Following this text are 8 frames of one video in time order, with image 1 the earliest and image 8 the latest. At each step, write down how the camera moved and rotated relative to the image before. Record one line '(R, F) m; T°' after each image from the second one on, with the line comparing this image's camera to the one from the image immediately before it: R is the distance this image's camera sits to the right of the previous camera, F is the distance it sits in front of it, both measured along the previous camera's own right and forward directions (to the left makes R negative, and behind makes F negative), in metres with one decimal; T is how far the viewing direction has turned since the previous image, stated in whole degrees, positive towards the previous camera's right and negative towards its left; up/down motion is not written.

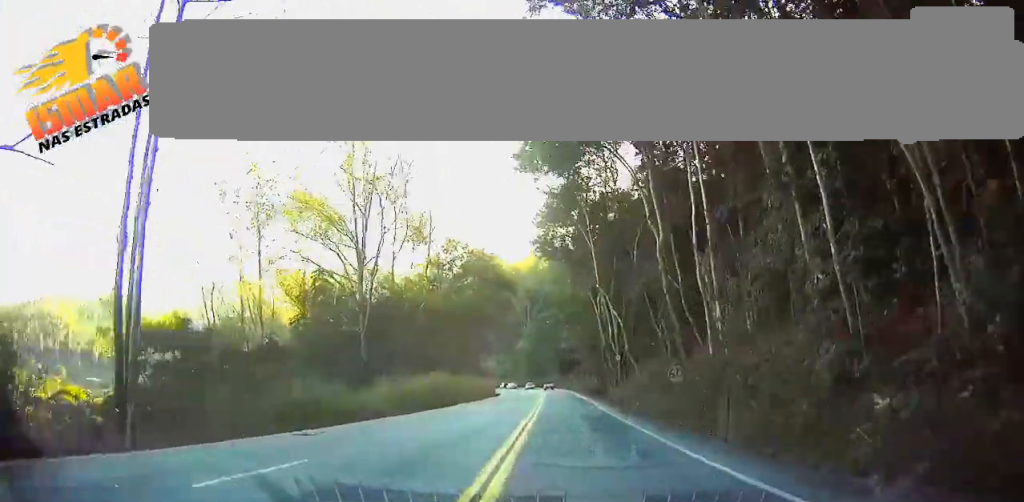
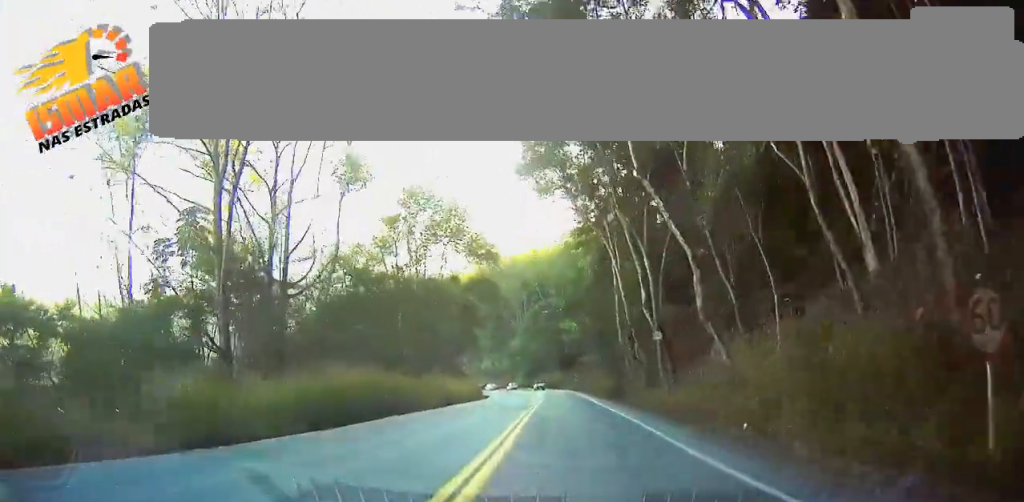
(+0.1, +23.6) m; 0°
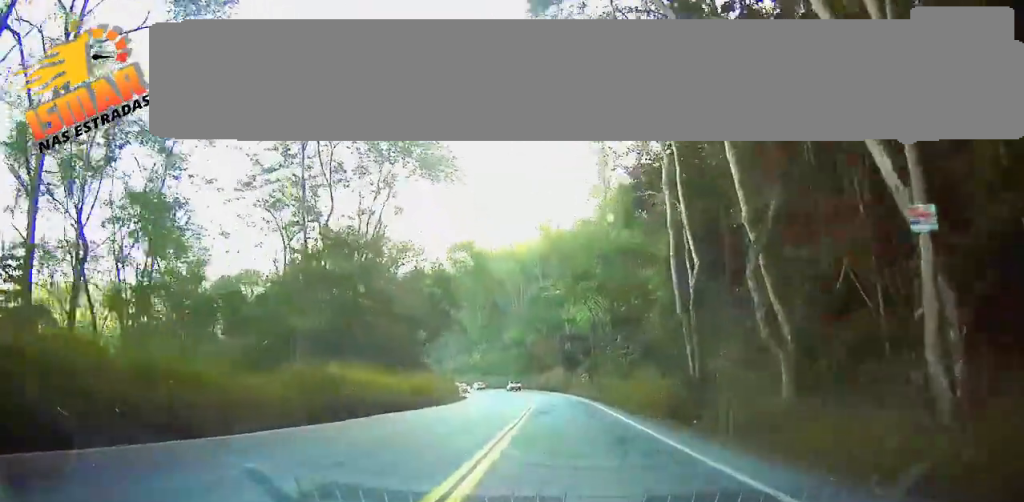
(+0.1, +28.0) m; 0°
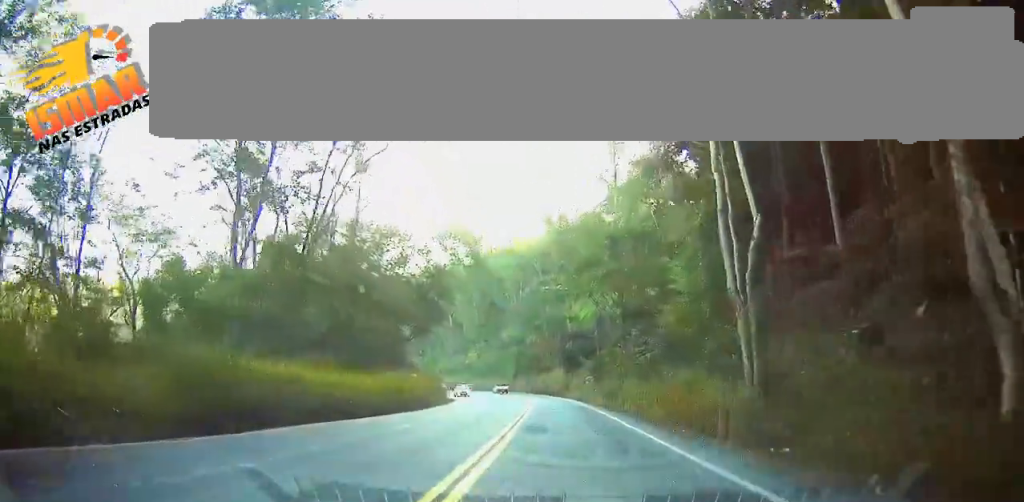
(0.0, +9.8) m; 0°
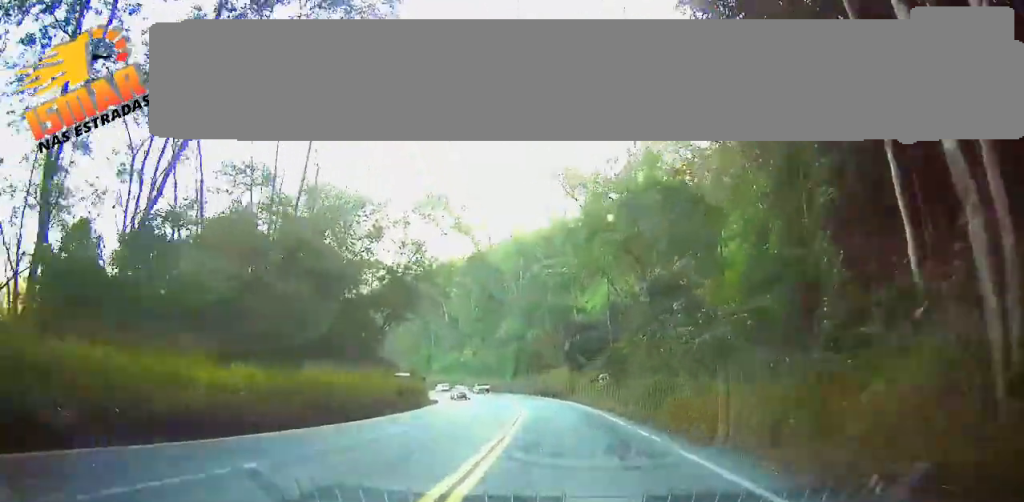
(0.0, +14.5) m; 0°
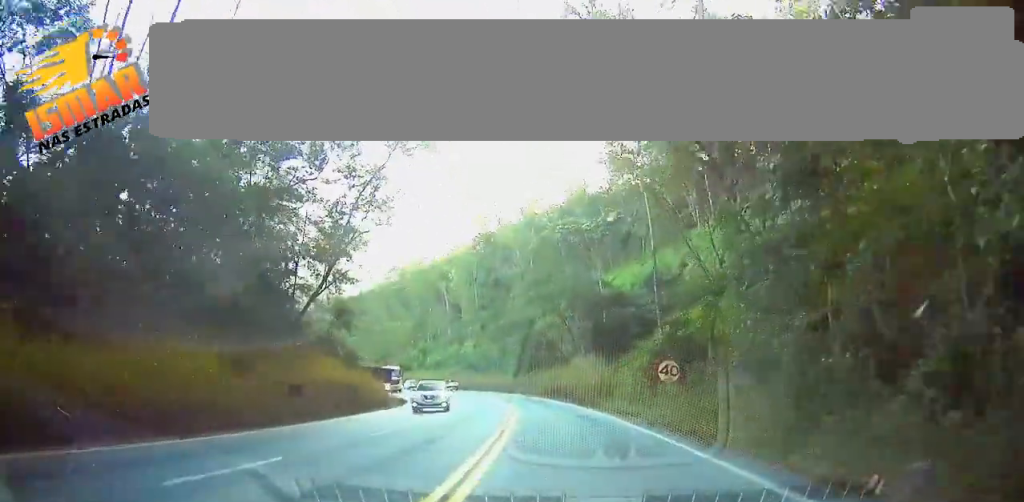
(-0.1, +21.9) m; -2°
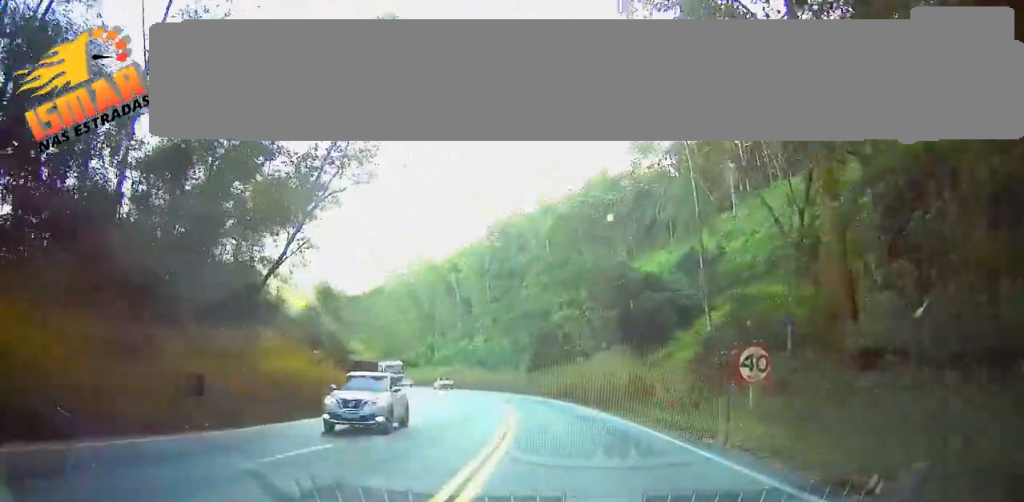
(-0.2, +9.3) m; -1°
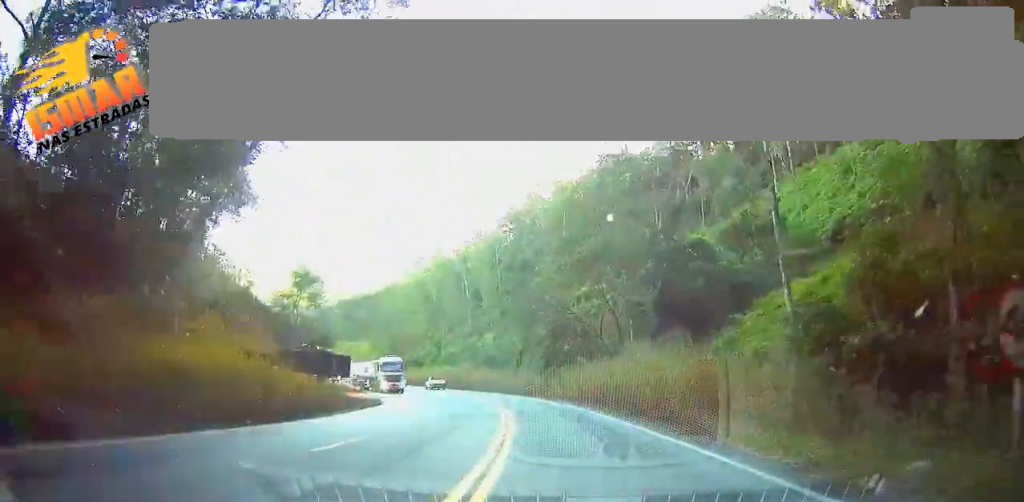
(0.0, +9.9) m; -1°
